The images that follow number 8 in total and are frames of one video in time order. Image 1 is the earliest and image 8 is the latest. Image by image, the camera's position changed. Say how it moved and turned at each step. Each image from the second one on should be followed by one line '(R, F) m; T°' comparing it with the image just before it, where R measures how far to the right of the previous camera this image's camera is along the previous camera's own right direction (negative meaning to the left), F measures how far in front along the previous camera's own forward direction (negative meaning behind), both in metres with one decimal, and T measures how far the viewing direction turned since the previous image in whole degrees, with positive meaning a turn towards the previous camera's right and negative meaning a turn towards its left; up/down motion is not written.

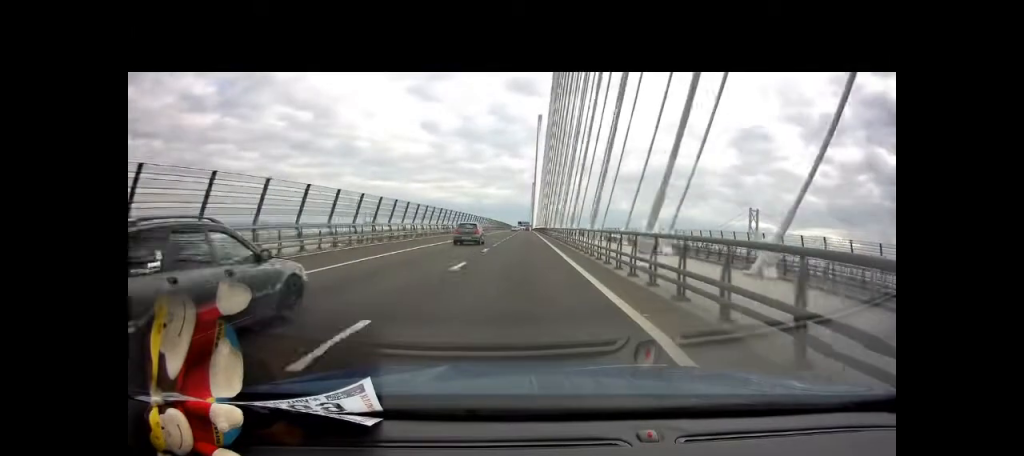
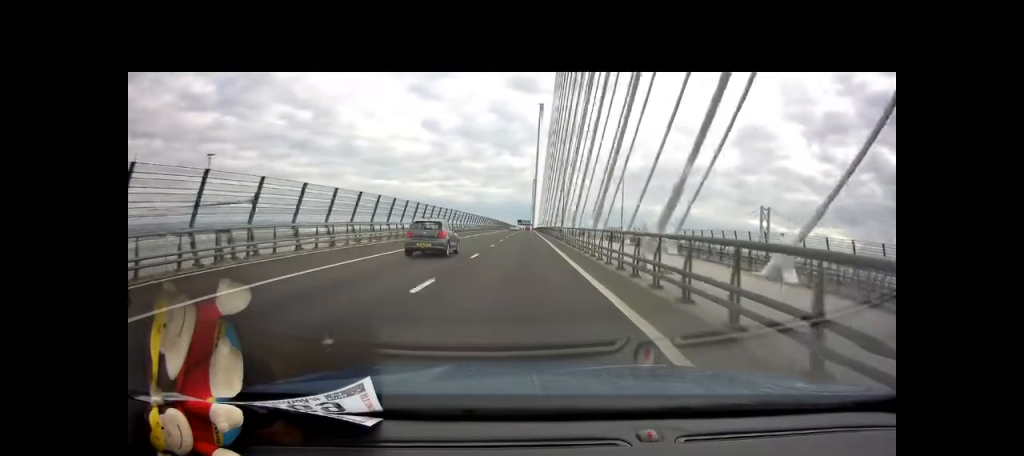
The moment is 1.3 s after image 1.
(+0.2, +48.4) m; 0°
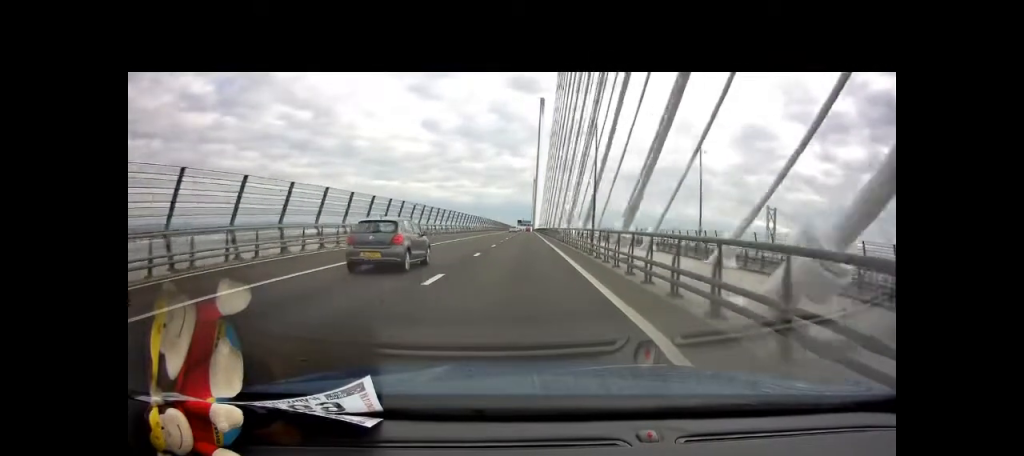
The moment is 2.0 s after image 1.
(0.0, +25.9) m; 0°
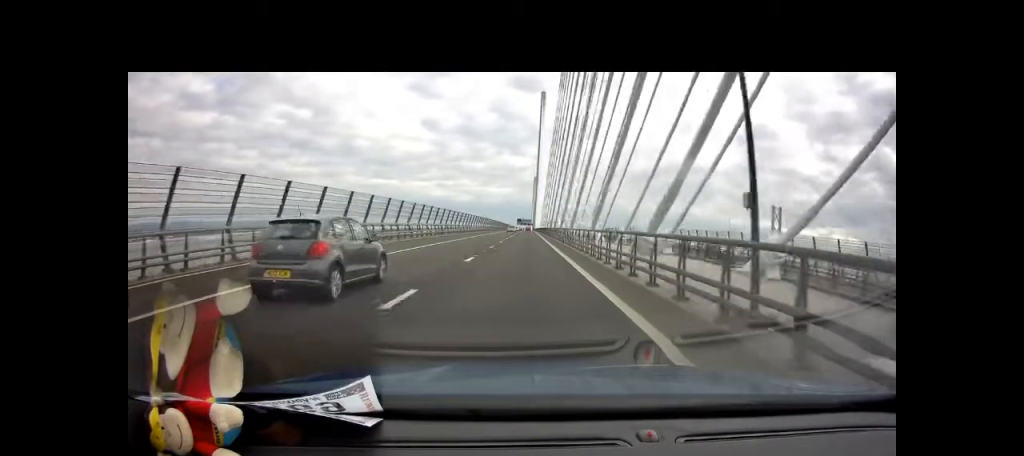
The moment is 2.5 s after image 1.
(+0.1, +19.7) m; 0°
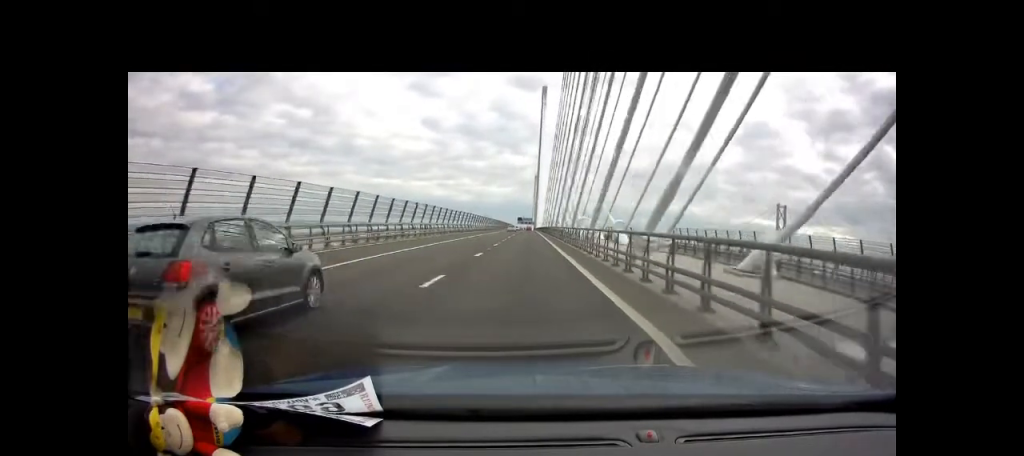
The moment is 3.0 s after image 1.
(0.0, +16.0) m; 0°
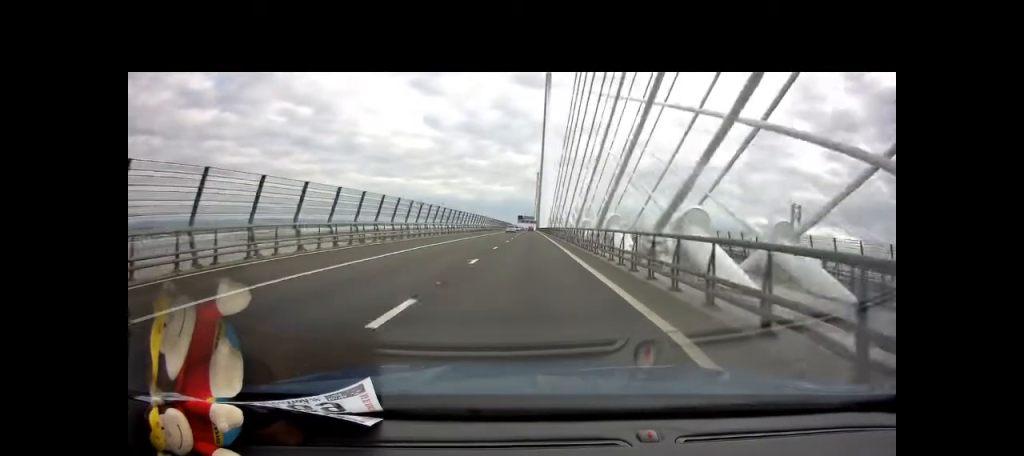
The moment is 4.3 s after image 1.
(-0.3, +47.9) m; -1°
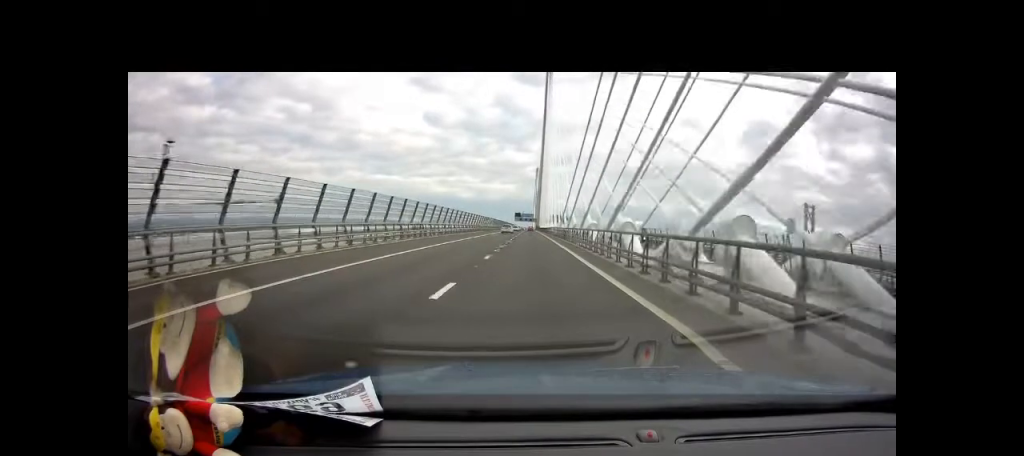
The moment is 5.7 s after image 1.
(-0.1, +51.6) m; 0°
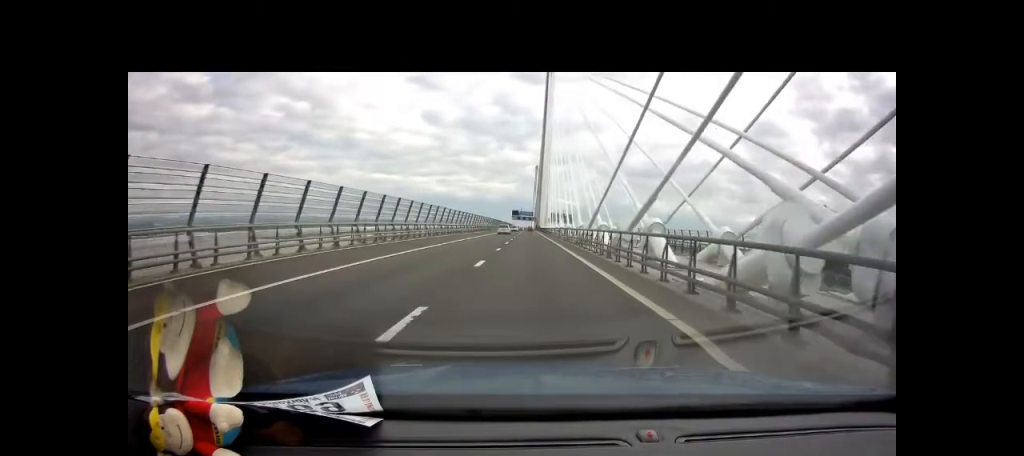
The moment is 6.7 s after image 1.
(0.0, +39.5) m; 0°
